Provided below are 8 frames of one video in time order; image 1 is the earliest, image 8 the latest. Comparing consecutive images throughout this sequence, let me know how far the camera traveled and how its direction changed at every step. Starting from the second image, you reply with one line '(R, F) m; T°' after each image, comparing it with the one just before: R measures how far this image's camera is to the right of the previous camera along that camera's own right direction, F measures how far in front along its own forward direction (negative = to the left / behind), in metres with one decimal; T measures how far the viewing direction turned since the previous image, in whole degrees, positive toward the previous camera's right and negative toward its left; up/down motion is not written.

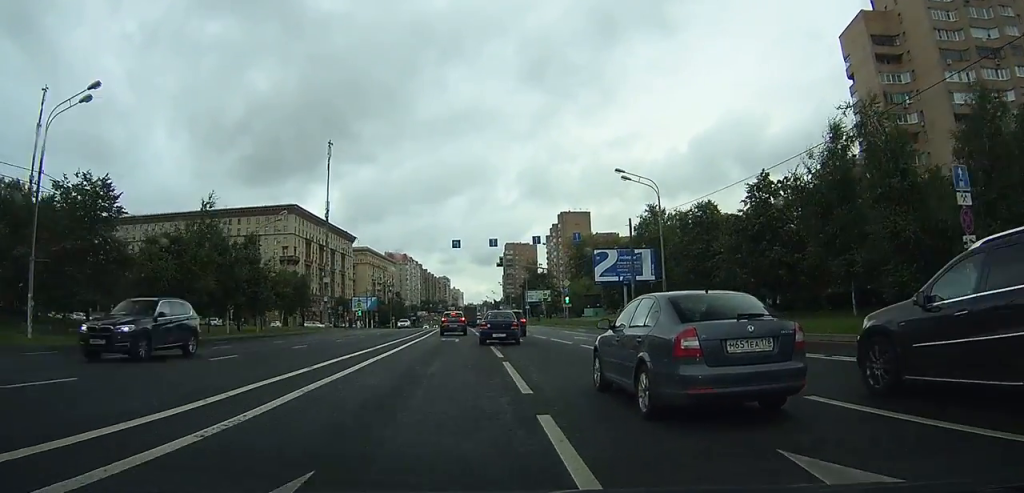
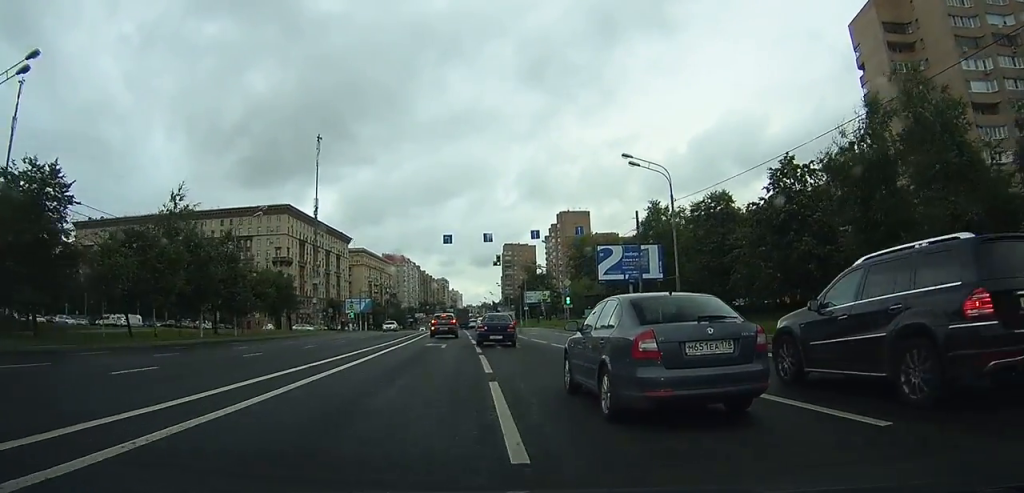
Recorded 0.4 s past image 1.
(0.0, +4.5) m; 0°
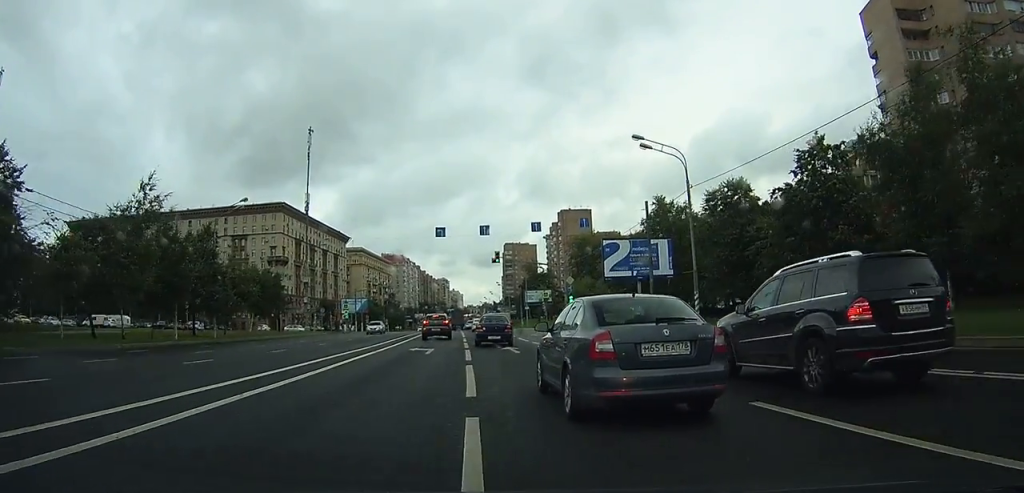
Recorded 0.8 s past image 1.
(0.0, +4.1) m; 0°
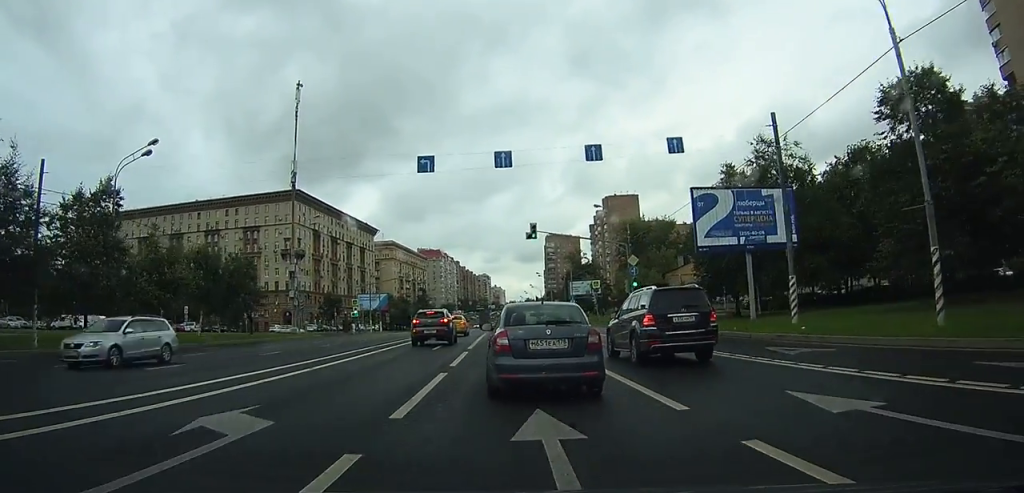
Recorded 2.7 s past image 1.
(-0.6, +18.0) m; -4°
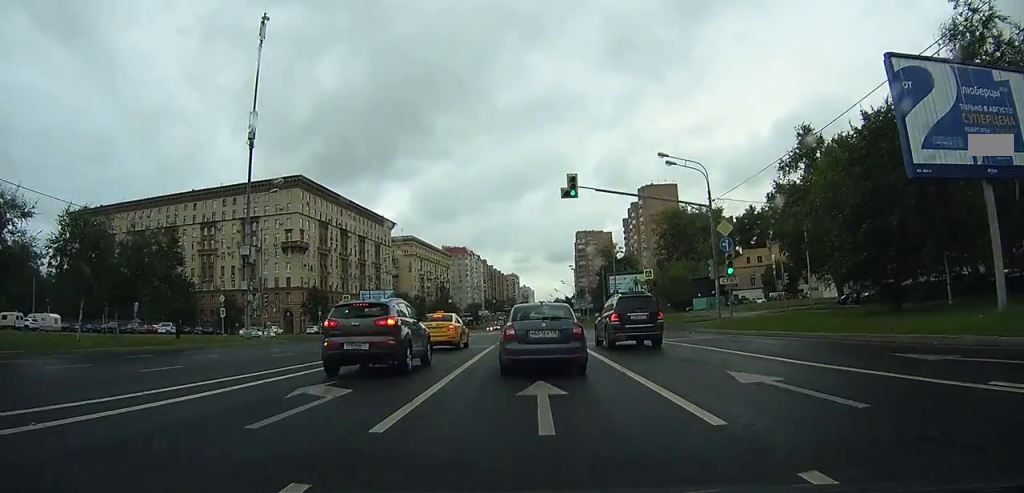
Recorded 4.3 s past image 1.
(-0.6, +16.8) m; -3°
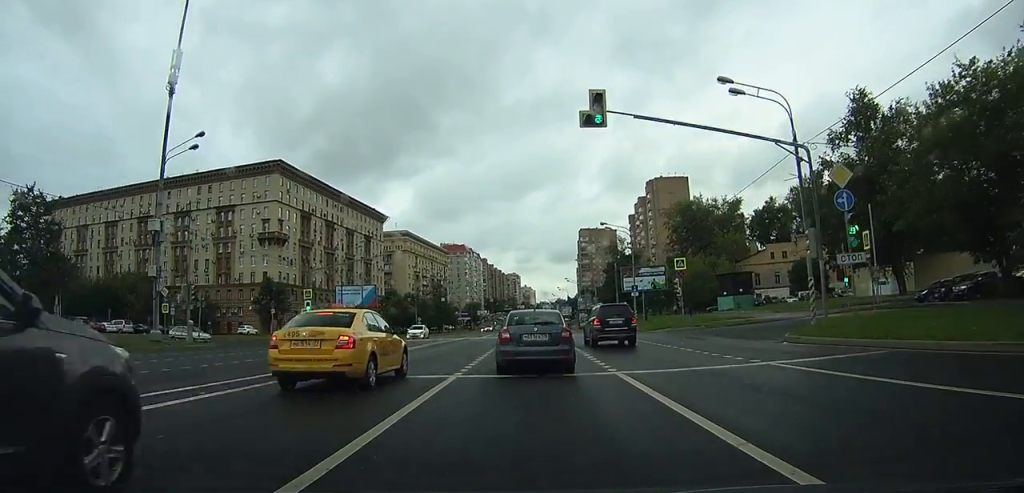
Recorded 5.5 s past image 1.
(-0.1, +12.5) m; -1°
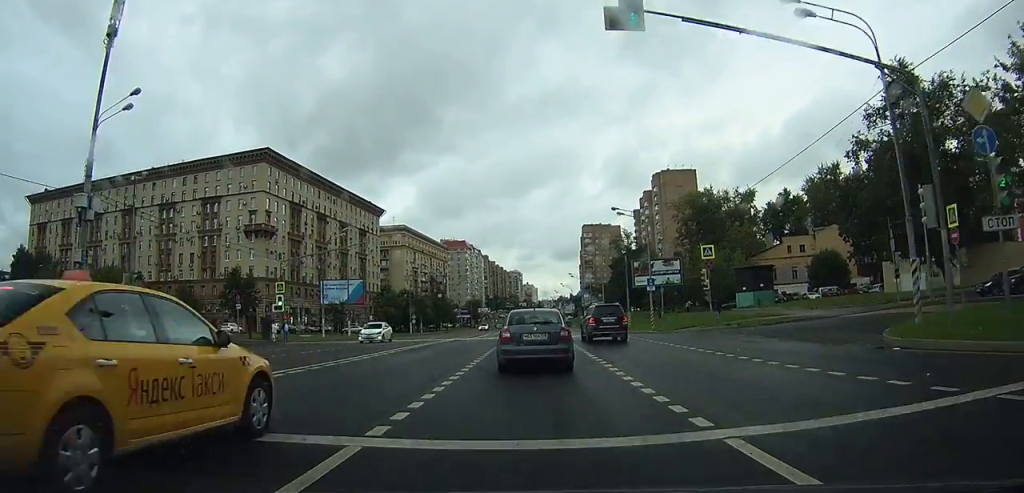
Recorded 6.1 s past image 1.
(0.0, +7.0) m; 0°
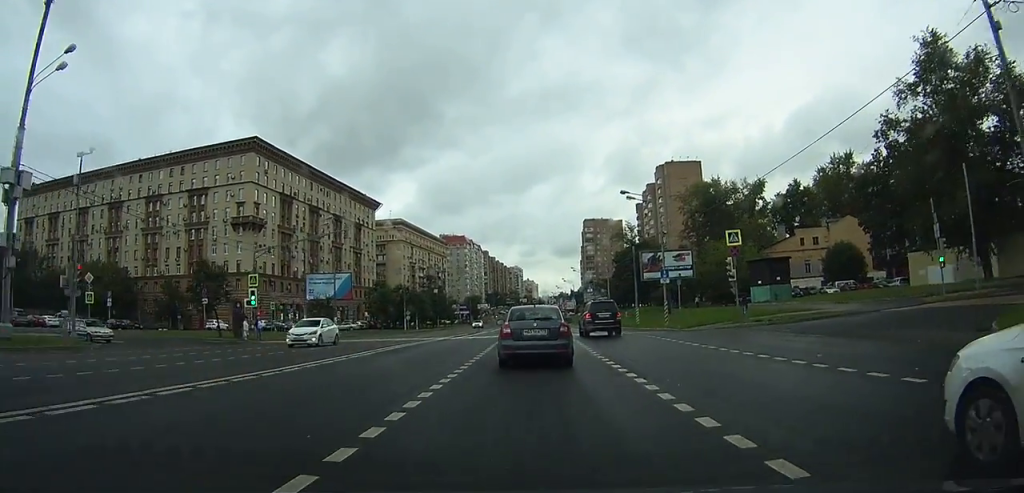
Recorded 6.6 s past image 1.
(0.0, +5.3) m; 0°
